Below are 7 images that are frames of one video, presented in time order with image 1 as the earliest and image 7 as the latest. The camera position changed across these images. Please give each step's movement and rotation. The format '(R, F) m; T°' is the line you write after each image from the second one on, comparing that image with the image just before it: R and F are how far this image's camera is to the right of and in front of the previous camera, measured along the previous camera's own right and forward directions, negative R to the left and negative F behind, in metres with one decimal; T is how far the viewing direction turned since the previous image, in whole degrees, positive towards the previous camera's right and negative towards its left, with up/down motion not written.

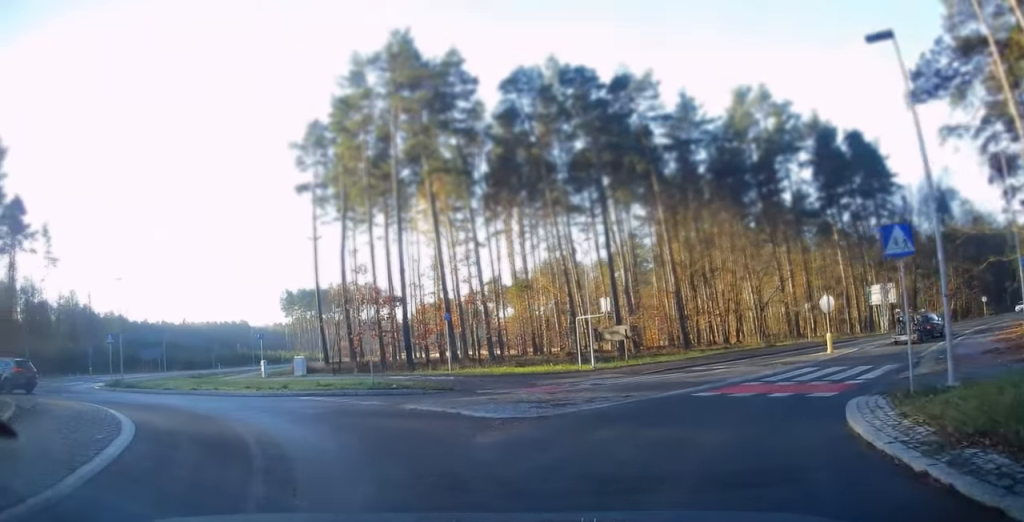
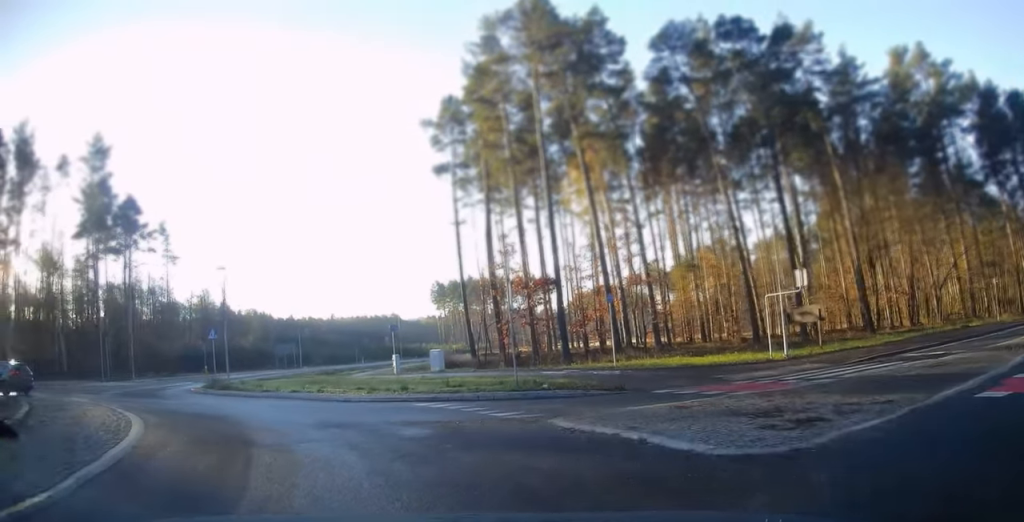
(-0.7, +5.0) m; -14°
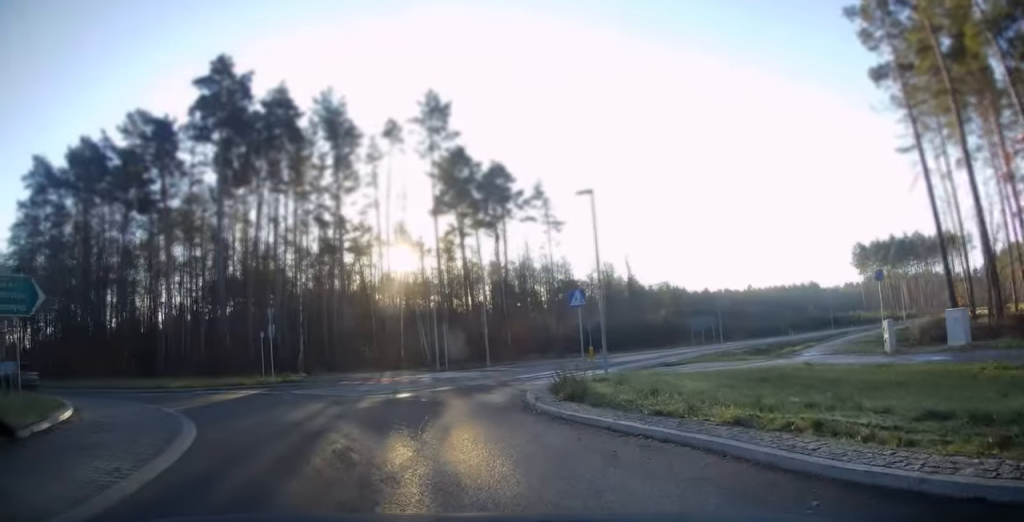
(-4.3, +13.0) m; -31°
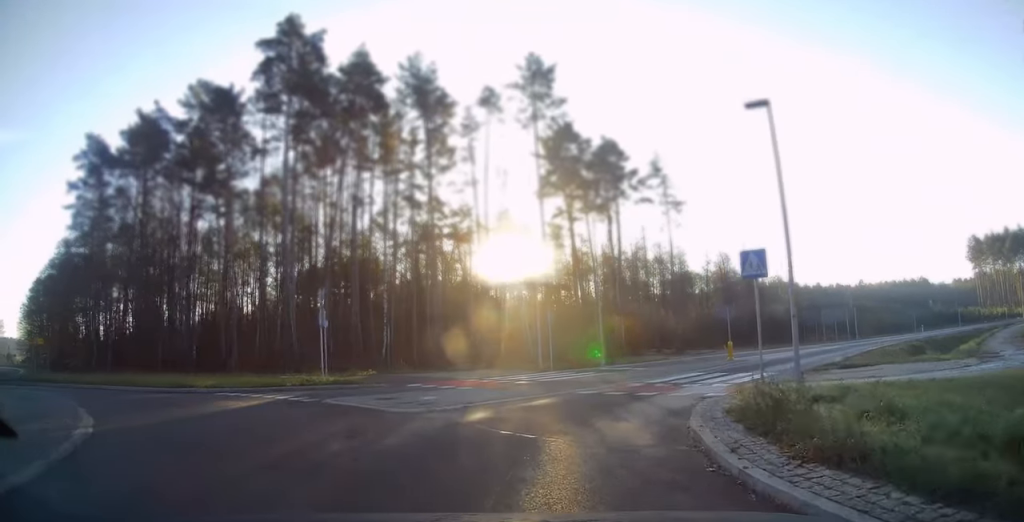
(-0.7, +7.5) m; -2°
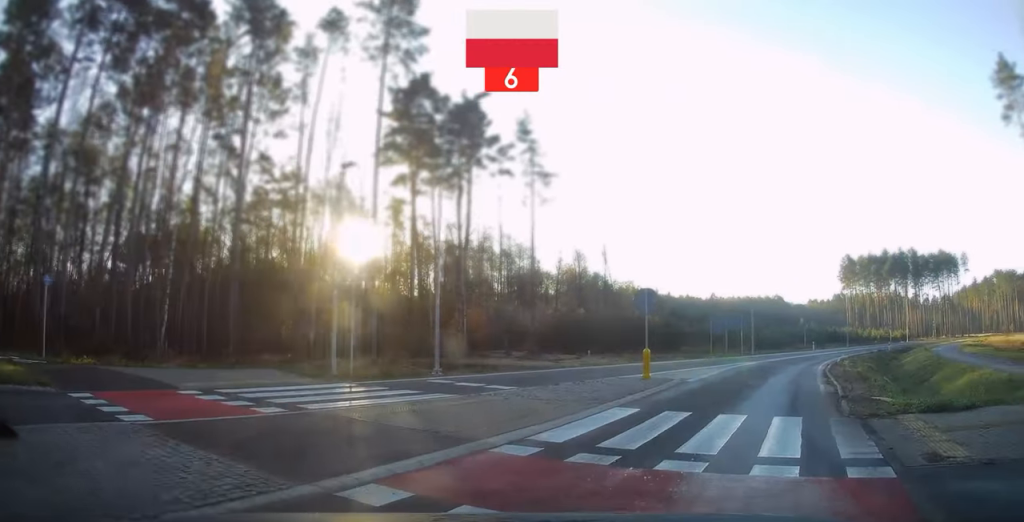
(+1.4, +12.1) m; +17°
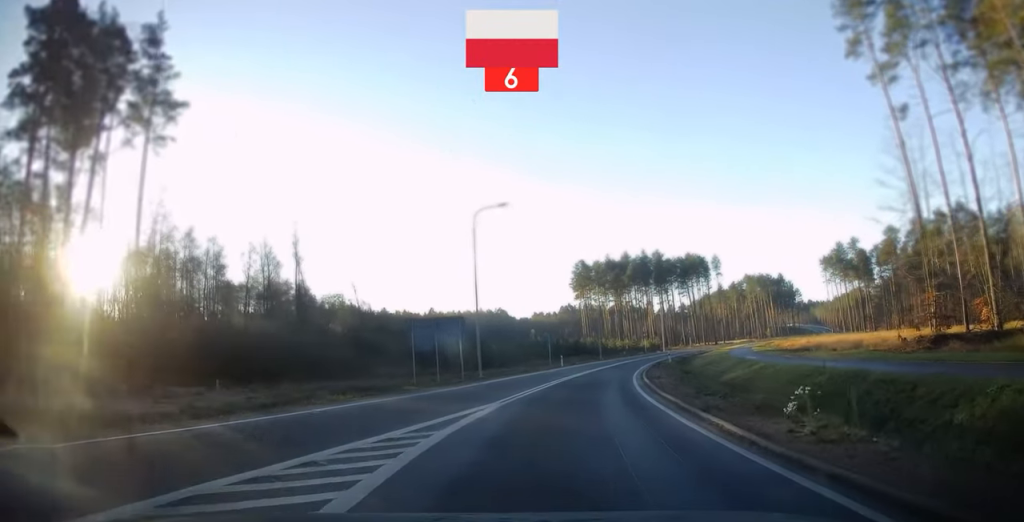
(+4.1, +18.9) m; +20°
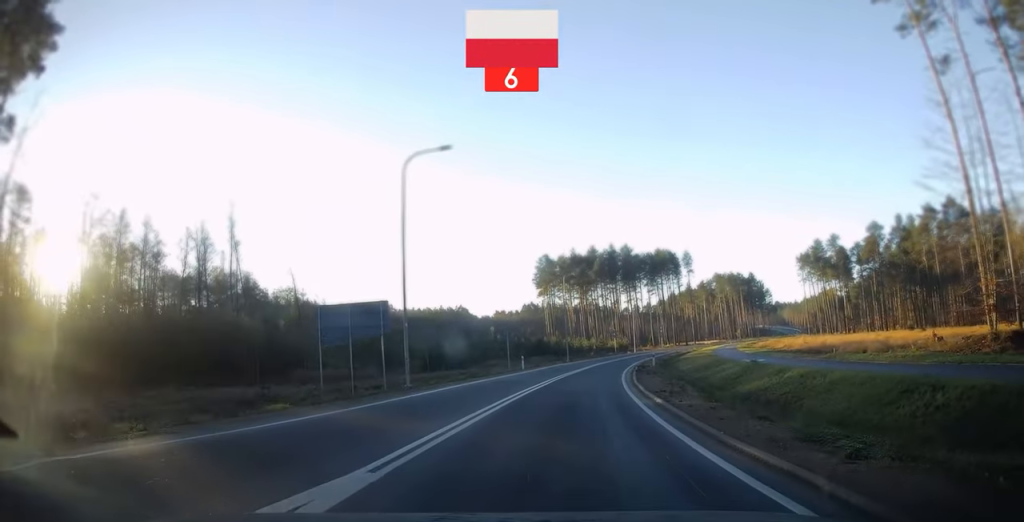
(+0.3, +9.4) m; +4°
